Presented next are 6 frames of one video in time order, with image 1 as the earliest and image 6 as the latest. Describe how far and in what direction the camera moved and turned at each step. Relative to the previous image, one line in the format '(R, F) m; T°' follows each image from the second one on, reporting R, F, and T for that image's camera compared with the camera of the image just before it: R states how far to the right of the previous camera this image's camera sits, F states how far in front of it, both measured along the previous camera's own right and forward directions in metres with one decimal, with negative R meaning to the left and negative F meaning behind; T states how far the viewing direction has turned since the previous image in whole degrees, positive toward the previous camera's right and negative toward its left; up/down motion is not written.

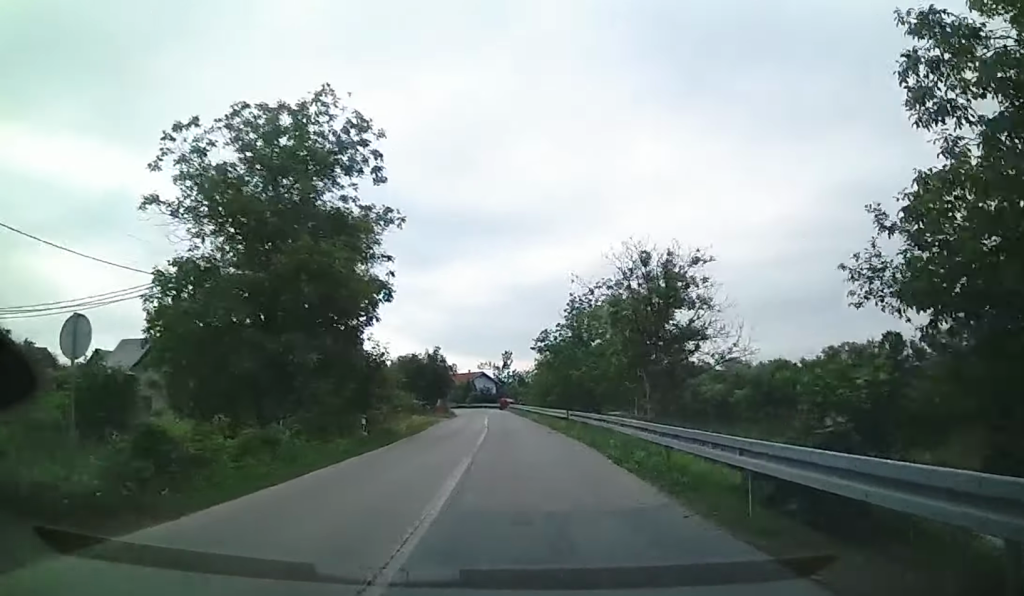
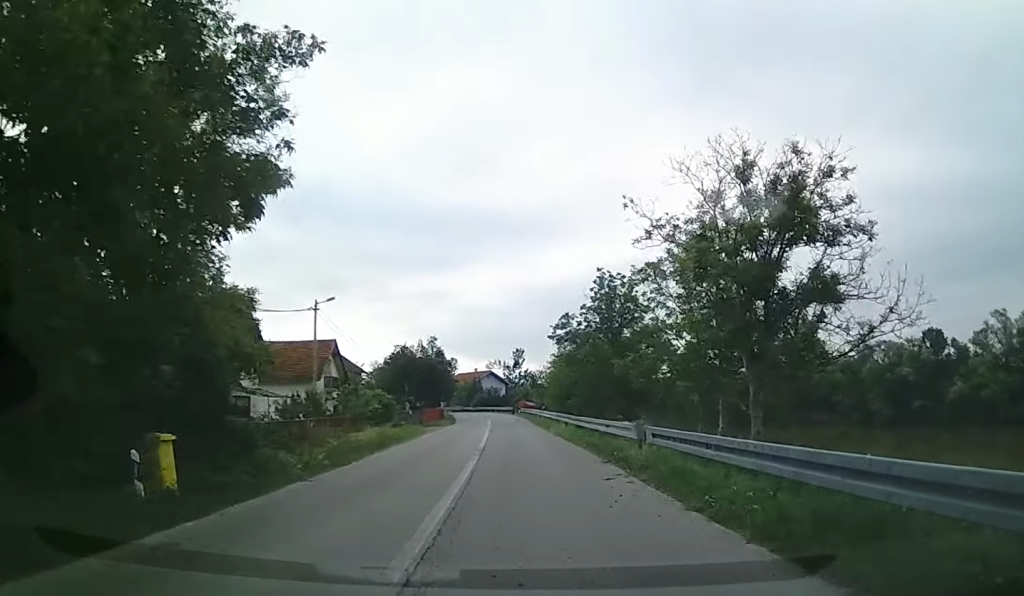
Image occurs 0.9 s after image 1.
(-0.3, +14.6) m; -1°
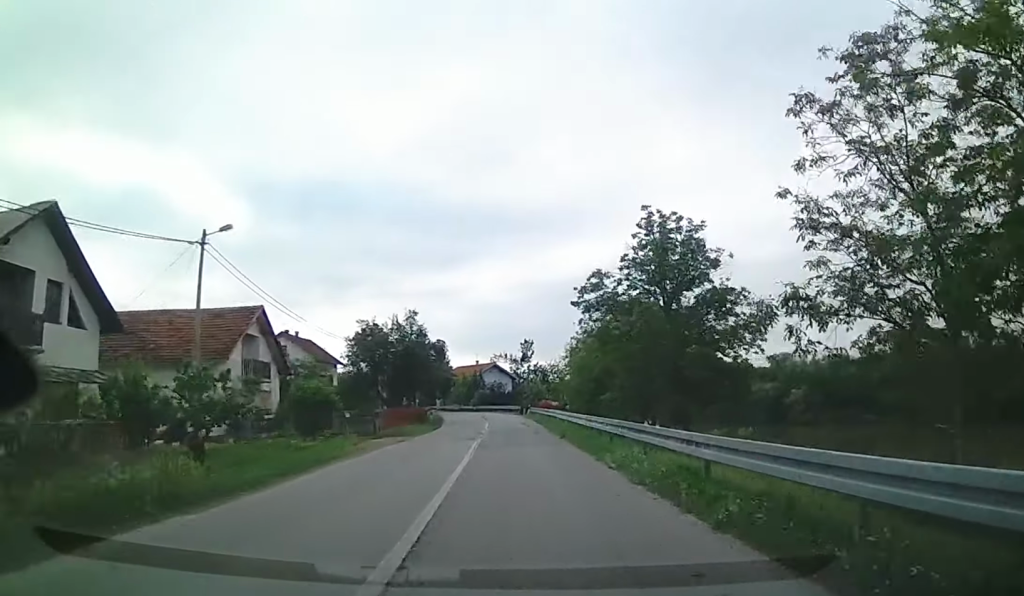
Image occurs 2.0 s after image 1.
(+0.1, +17.3) m; 0°
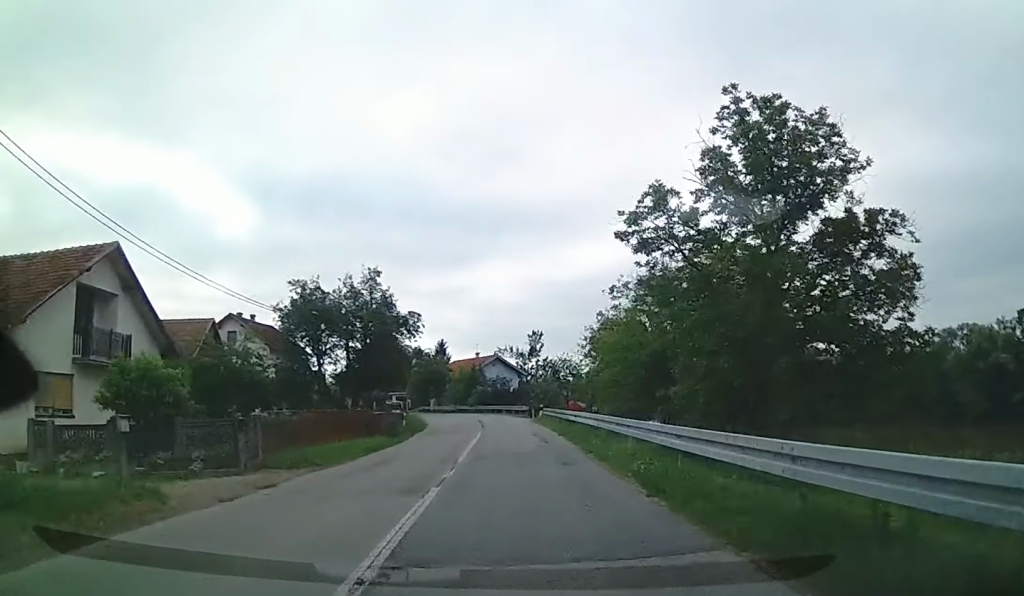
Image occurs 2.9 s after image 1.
(-0.1, +15.0) m; -2°
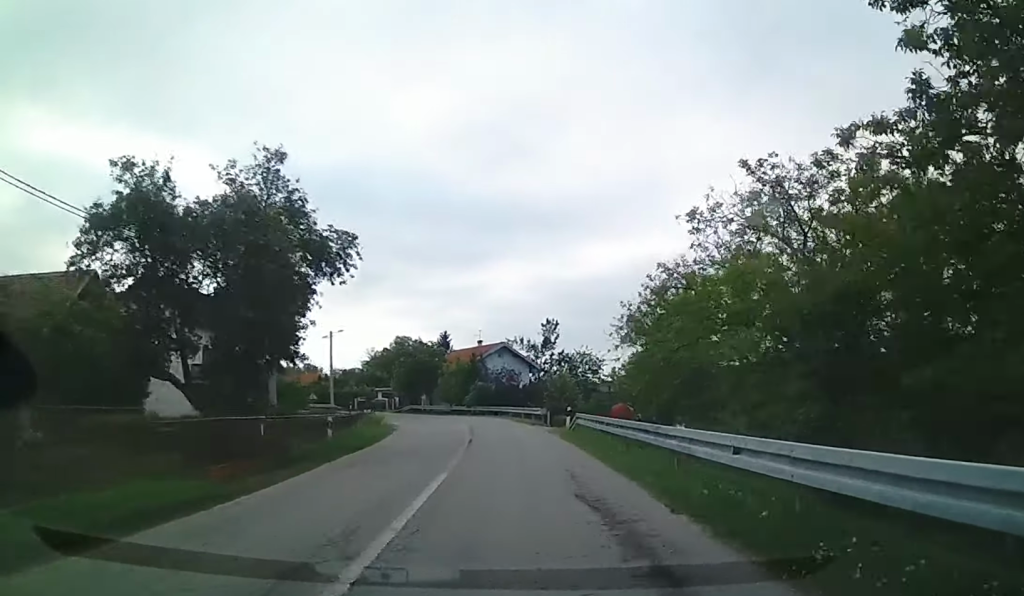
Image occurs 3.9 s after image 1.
(-0.5, +15.8) m; -3°
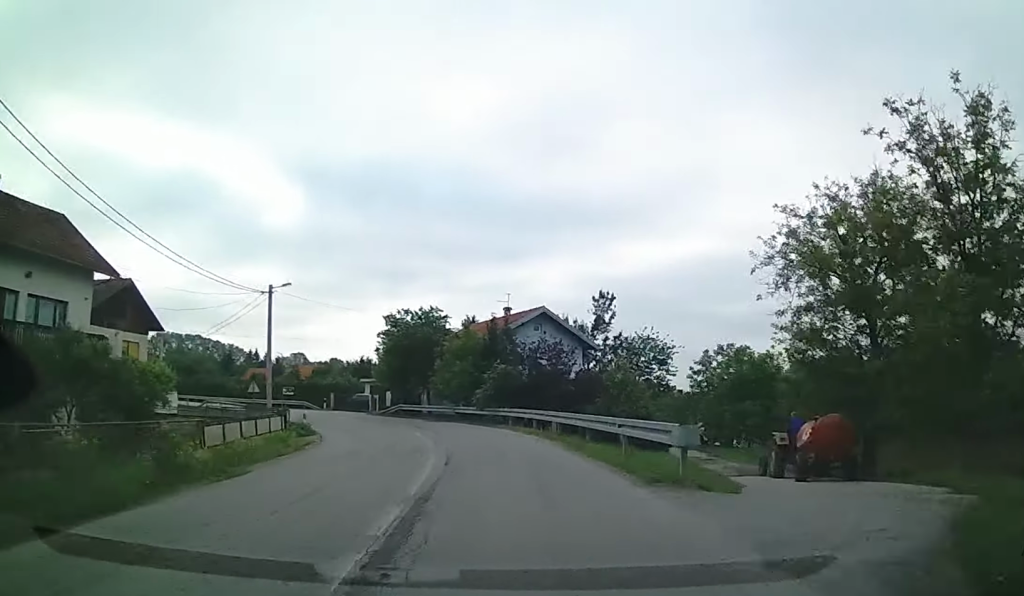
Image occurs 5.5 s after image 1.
(-0.5, +23.5) m; -6°
